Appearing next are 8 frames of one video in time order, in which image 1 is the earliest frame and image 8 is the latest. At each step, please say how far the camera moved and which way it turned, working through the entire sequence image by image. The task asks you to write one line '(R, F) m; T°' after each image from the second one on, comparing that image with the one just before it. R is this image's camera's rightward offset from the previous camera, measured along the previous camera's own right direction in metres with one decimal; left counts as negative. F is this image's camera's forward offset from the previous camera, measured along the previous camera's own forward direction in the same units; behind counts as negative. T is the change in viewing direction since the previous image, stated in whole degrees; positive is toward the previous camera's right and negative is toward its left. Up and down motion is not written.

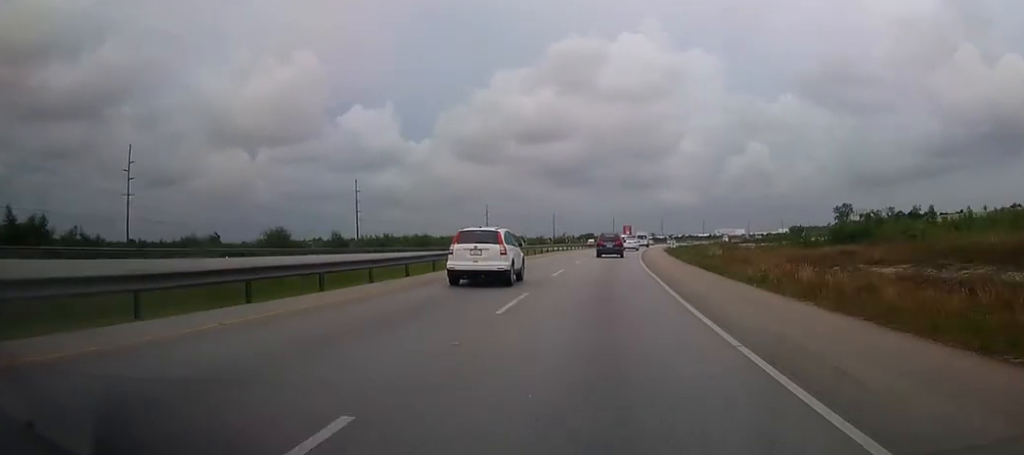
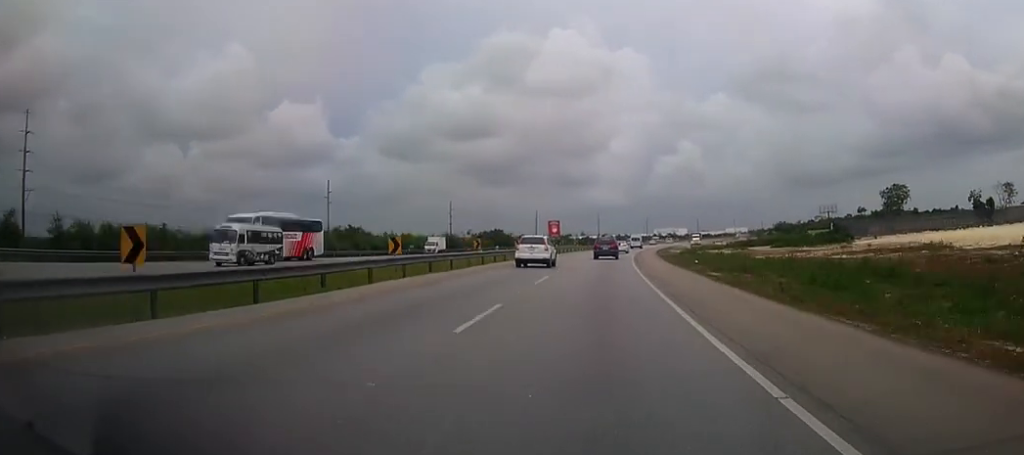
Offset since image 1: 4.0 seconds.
(+4.0, +90.7) m; +5°
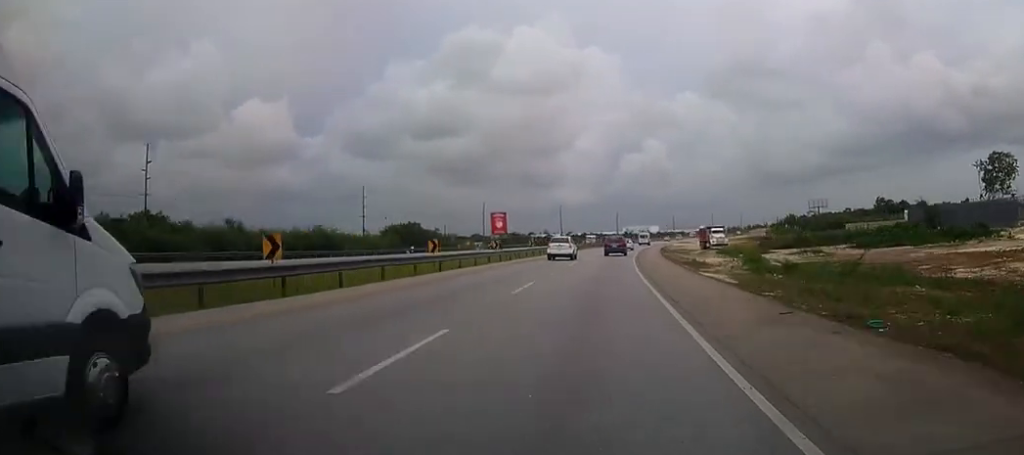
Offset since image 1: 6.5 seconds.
(+1.6, +55.8) m; +3°
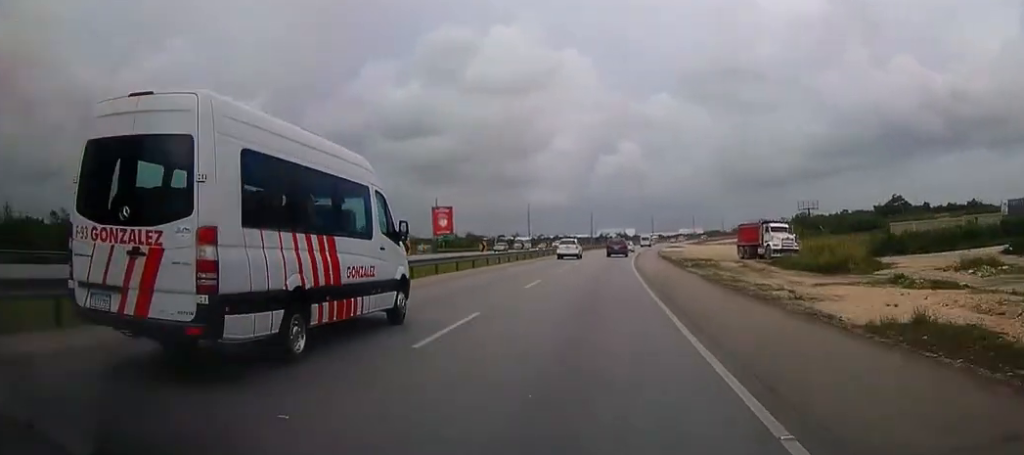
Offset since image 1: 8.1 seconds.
(+0.2, +35.4) m; +2°
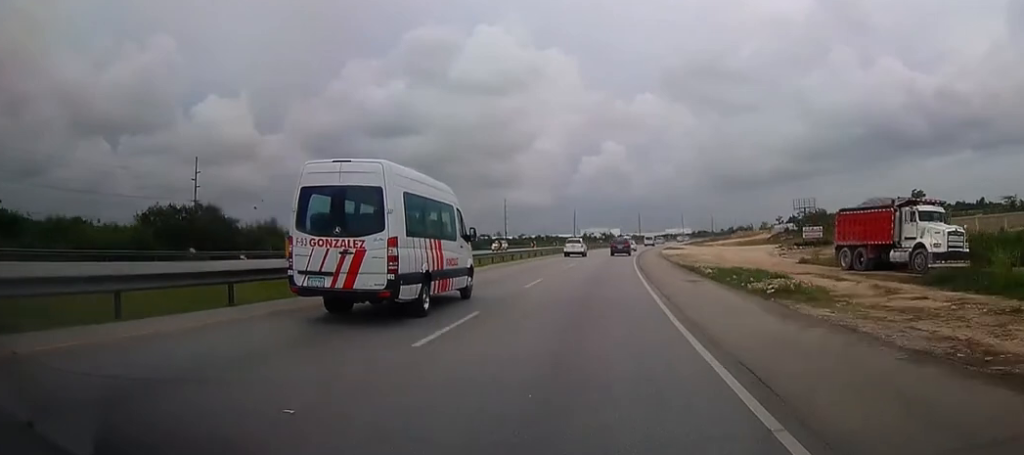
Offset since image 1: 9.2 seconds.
(+0.6, +24.7) m; +1°
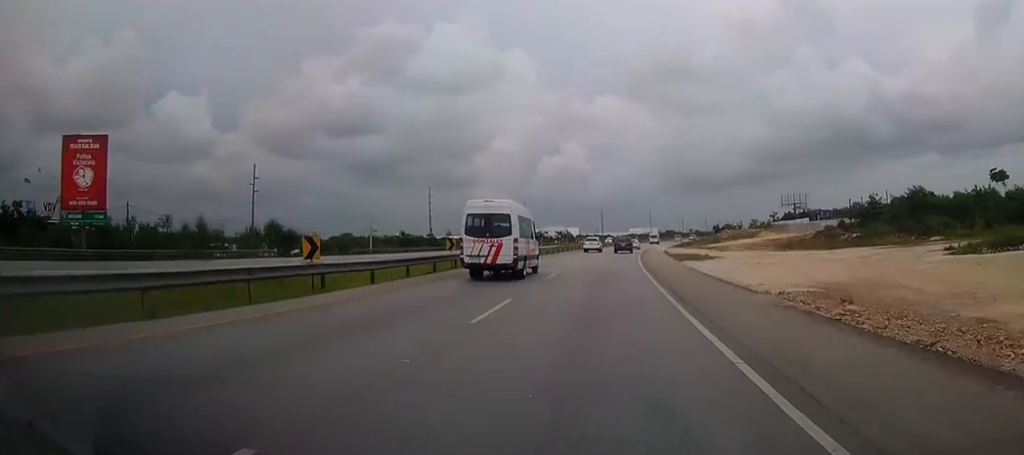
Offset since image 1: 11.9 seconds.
(+1.8, +60.7) m; +4°
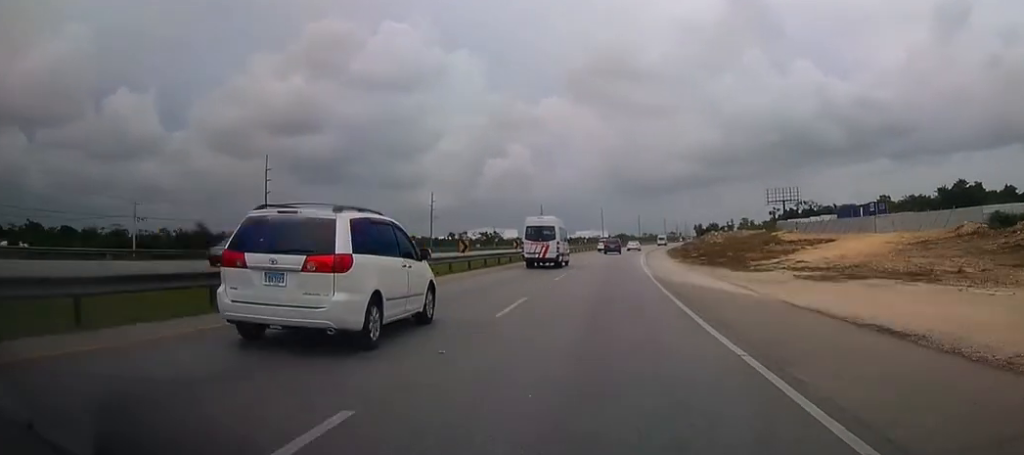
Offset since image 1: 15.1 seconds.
(+2.8, +73.5) m; +4°
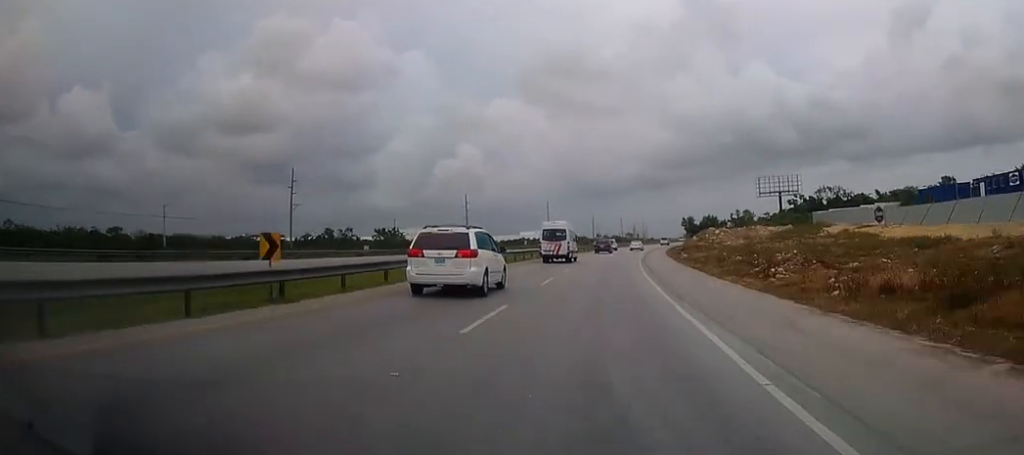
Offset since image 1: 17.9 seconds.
(+1.7, +65.2) m; +4°
